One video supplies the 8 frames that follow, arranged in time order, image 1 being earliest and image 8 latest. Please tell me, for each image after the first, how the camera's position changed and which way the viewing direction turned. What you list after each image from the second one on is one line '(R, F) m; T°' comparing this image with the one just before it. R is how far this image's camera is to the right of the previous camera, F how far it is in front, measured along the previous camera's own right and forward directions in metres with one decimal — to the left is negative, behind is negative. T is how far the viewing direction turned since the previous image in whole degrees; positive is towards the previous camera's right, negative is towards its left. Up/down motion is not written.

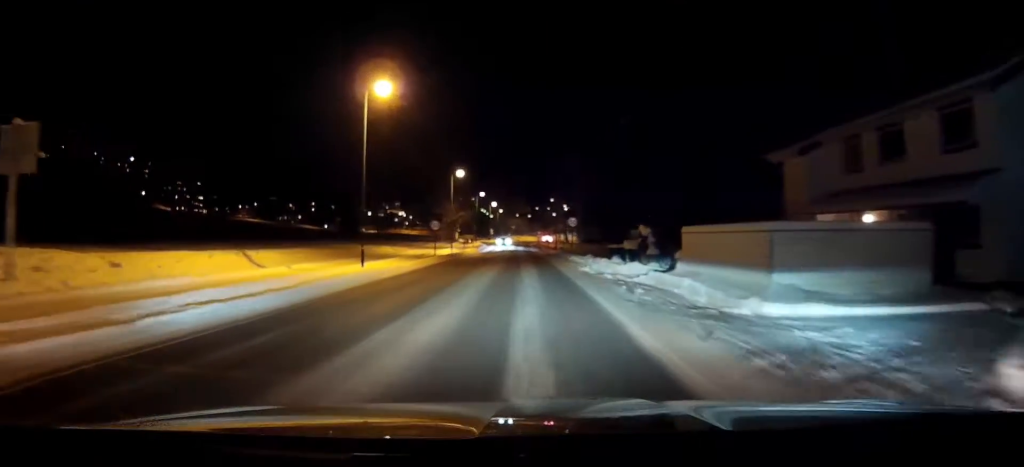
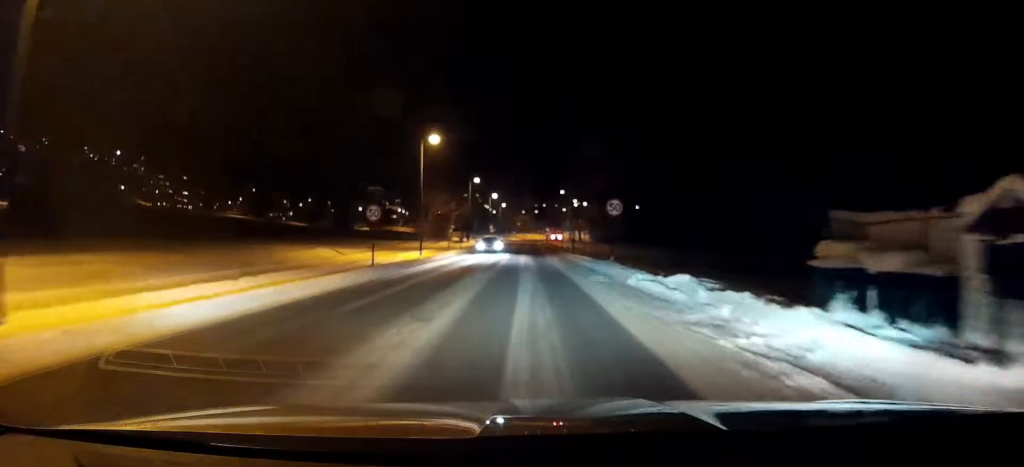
(-0.1, +20.7) m; 0°
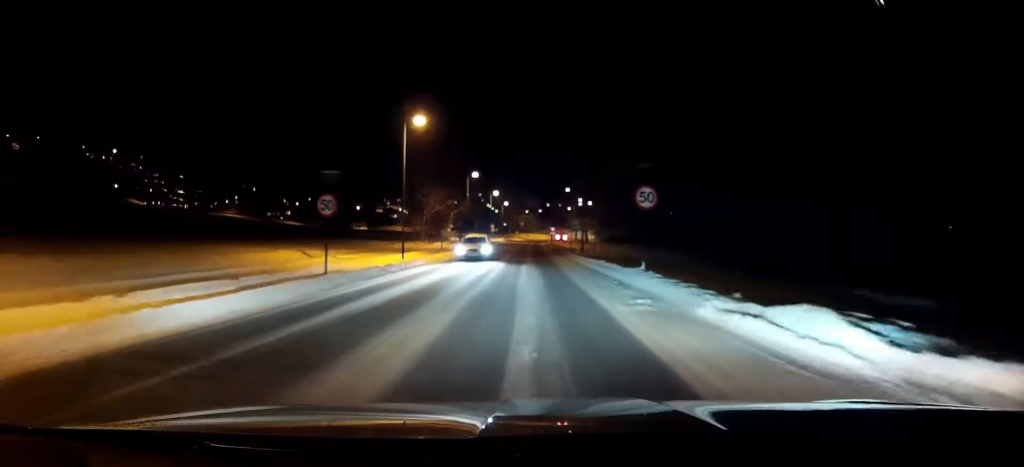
(-0.1, +6.9) m; 0°
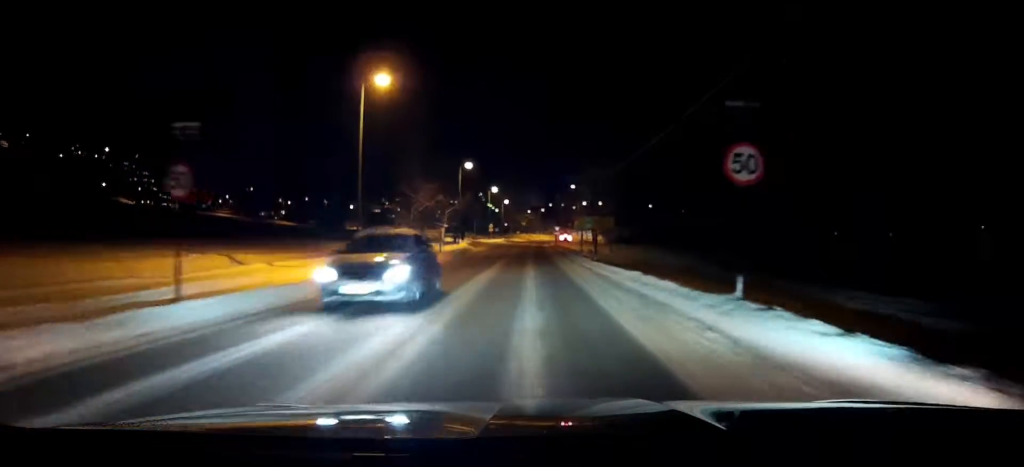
(0.0, +9.4) m; 0°
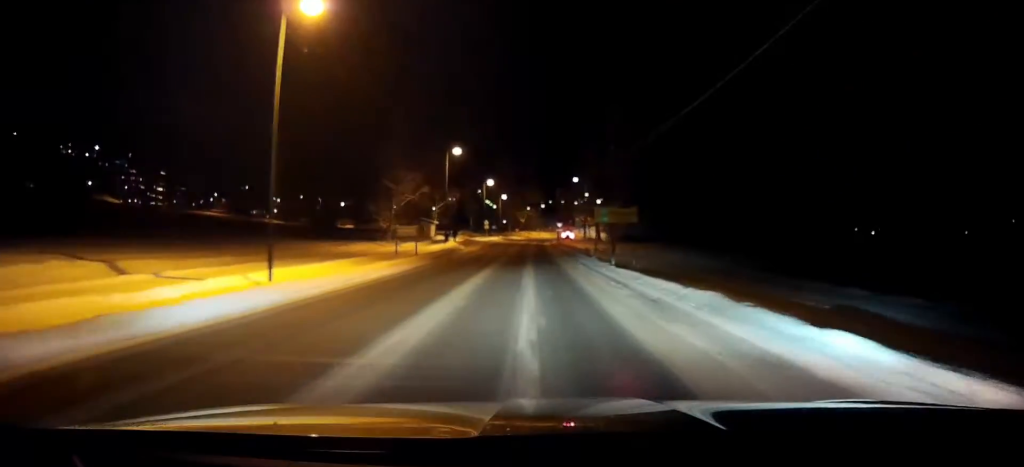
(0.0, +8.7) m; 0°
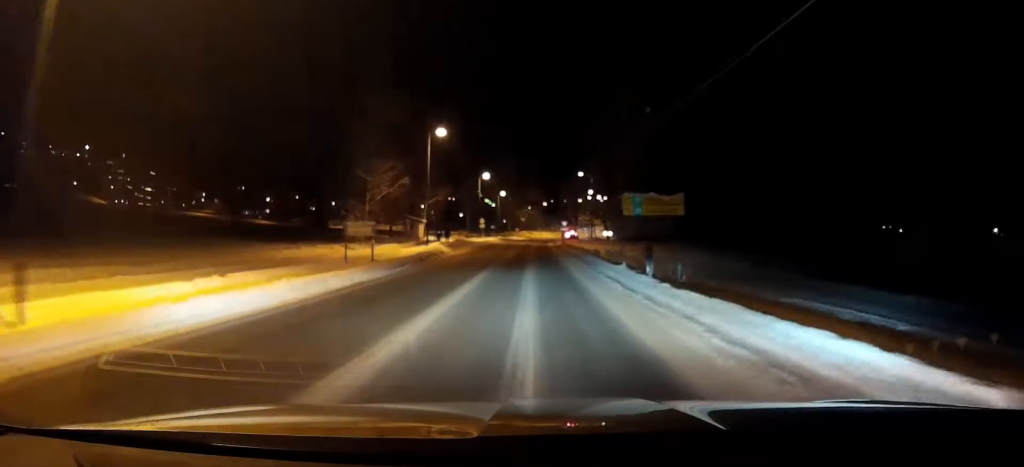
(-0.1, +9.5) m; 0°
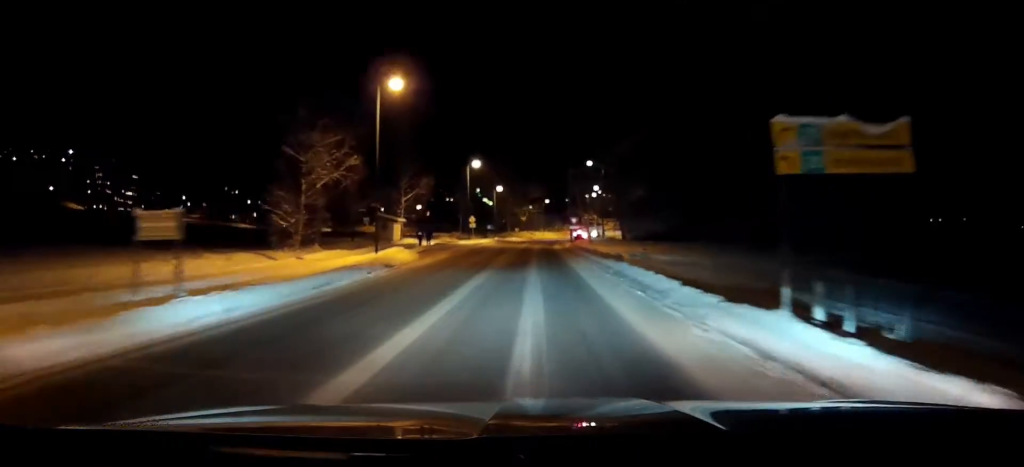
(0.0, +13.9) m; -1°
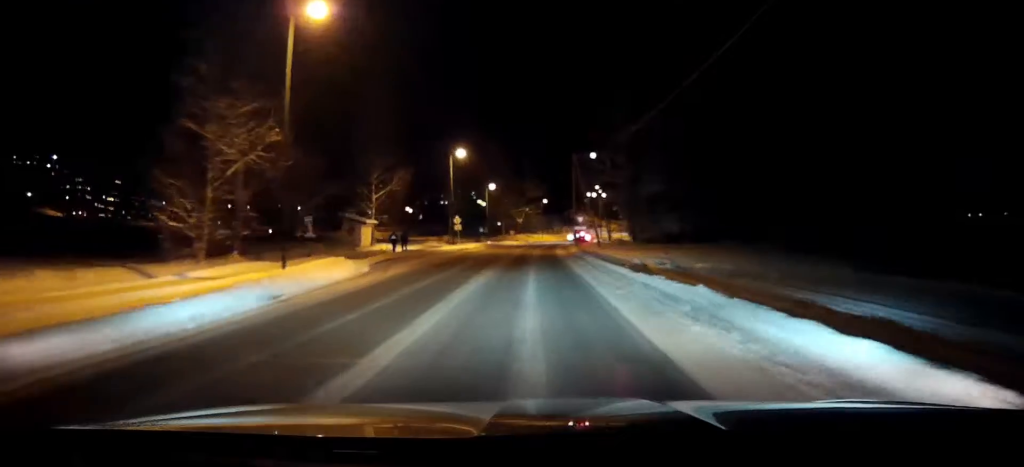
(-0.1, +10.4) m; -1°
